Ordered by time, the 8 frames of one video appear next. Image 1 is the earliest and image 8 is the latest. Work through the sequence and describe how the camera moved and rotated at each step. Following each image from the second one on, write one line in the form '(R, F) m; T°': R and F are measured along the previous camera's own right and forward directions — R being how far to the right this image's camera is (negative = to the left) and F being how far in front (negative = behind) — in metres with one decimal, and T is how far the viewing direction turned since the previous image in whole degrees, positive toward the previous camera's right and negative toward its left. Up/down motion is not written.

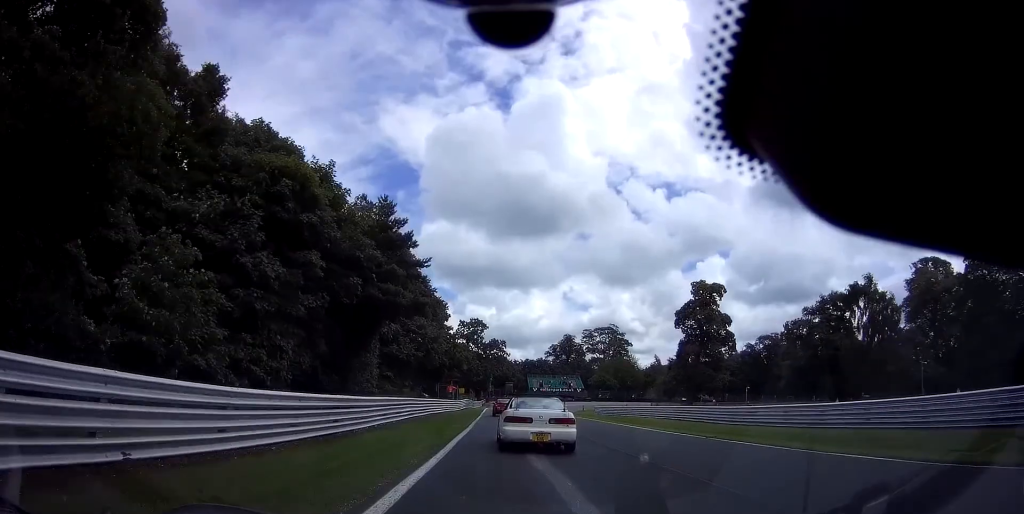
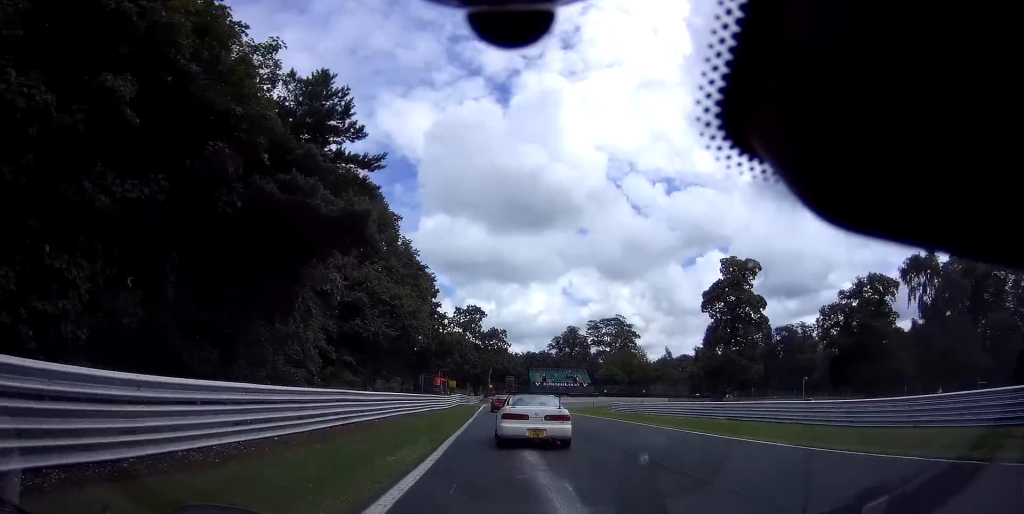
(+0.1, +12.1) m; 0°
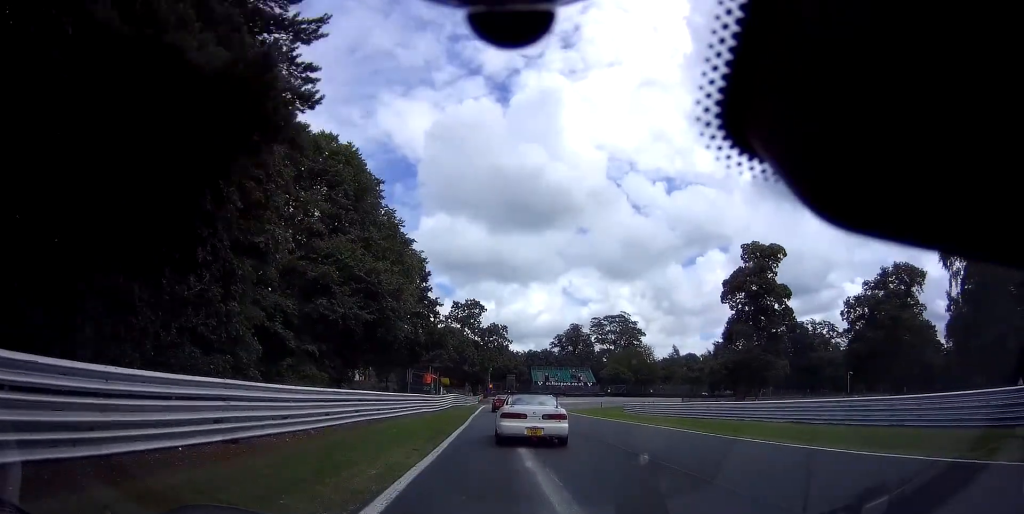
(+0.1, +7.1) m; 0°
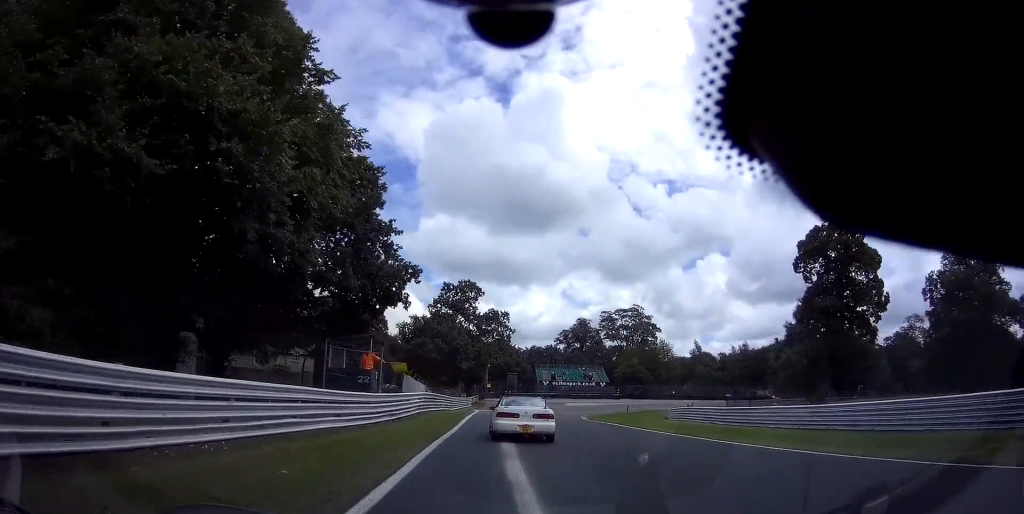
(-0.1, +18.9) m; -1°
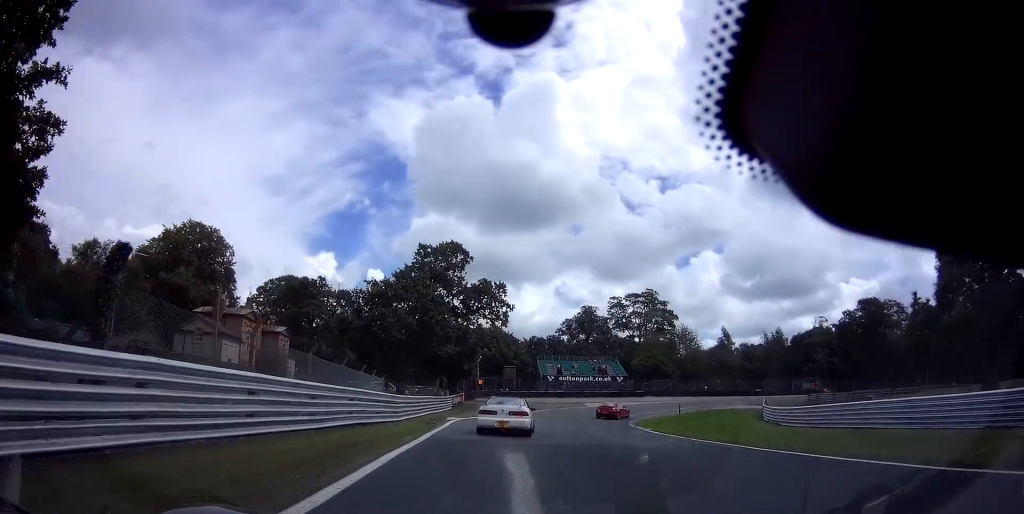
(+0.2, +22.1) m; +3°
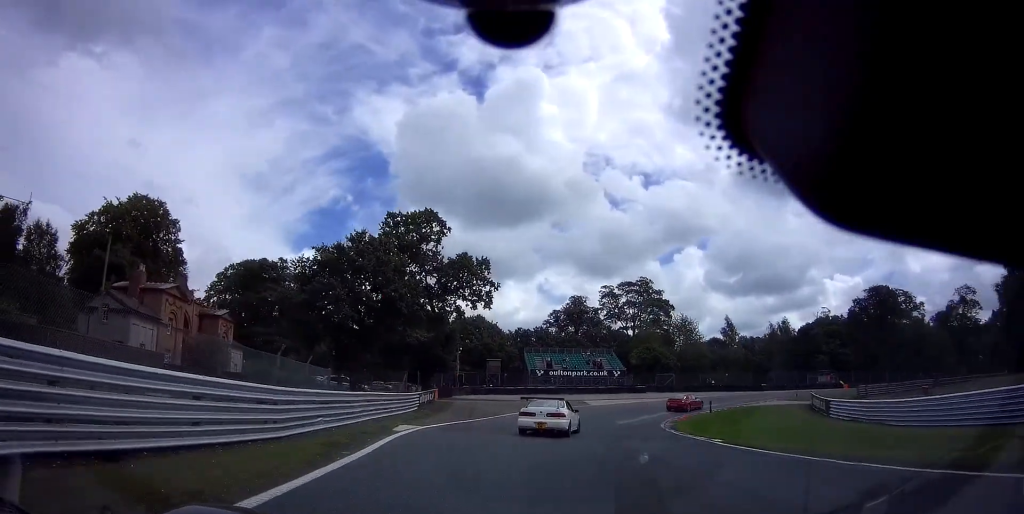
(+0.1, +10.8) m; +3°
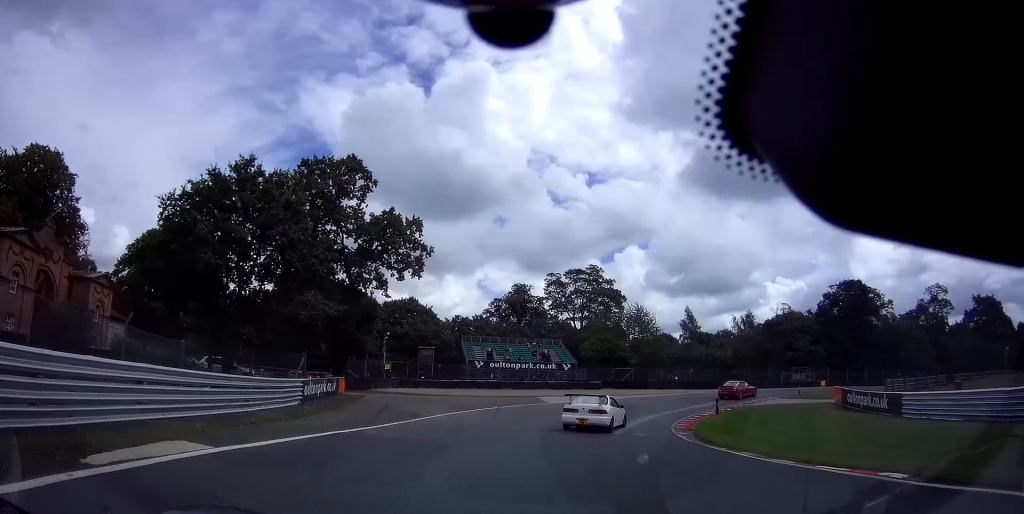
(+0.1, +11.1) m; +8°
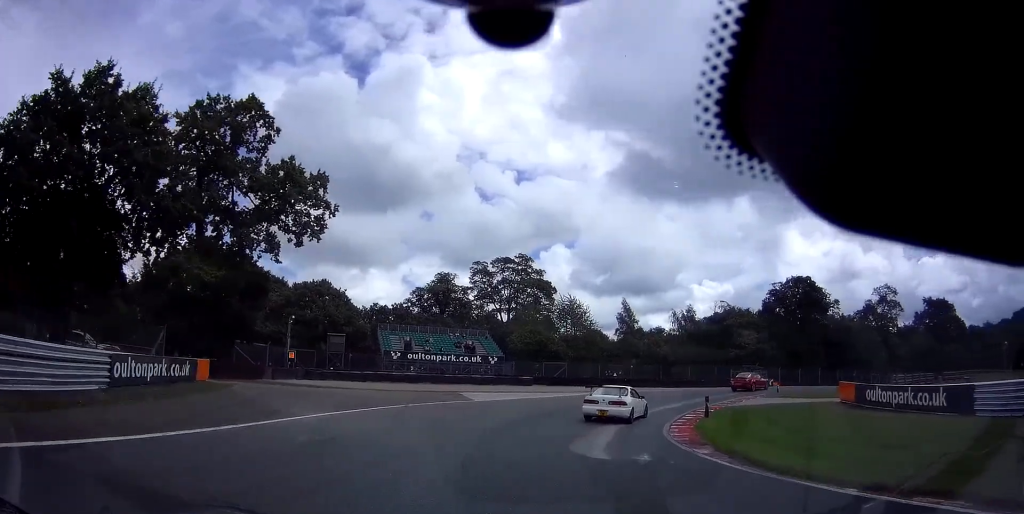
(+0.7, +7.8) m; +8°
